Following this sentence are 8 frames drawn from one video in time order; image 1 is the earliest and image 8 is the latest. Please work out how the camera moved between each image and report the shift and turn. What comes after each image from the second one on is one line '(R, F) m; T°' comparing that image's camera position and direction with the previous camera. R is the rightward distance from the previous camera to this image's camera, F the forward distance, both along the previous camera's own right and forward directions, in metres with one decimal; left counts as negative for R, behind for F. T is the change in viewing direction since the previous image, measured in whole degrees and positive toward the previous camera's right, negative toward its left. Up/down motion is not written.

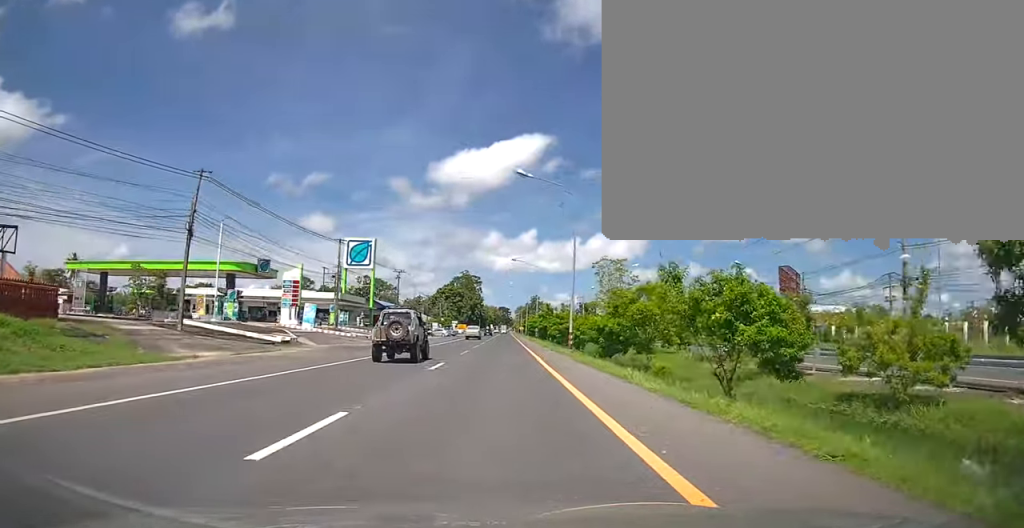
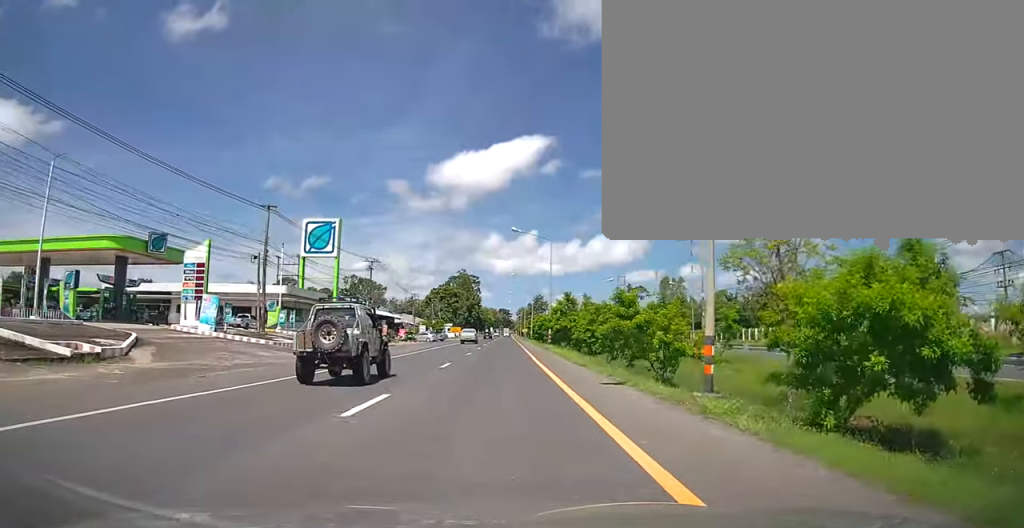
(0.0, +20.8) m; 0°
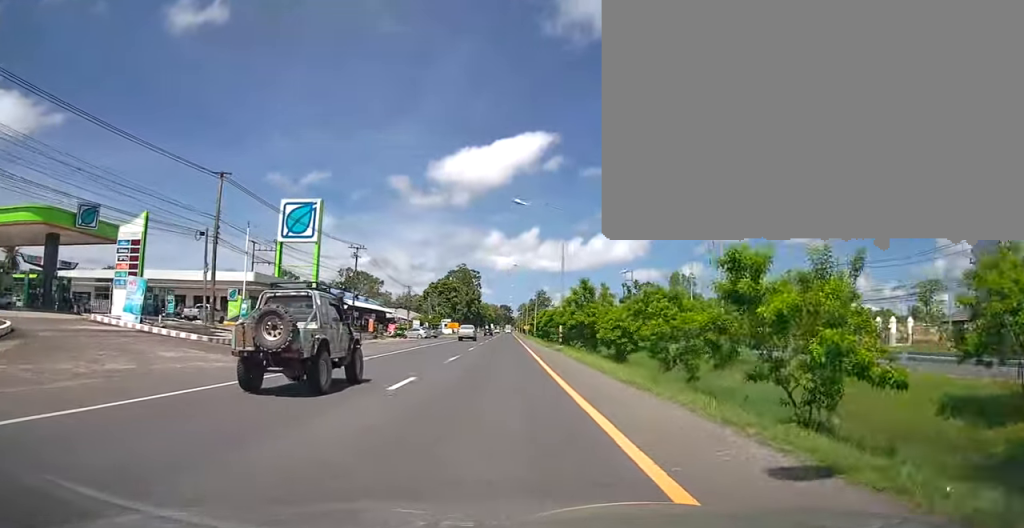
(0.0, +8.8) m; 0°
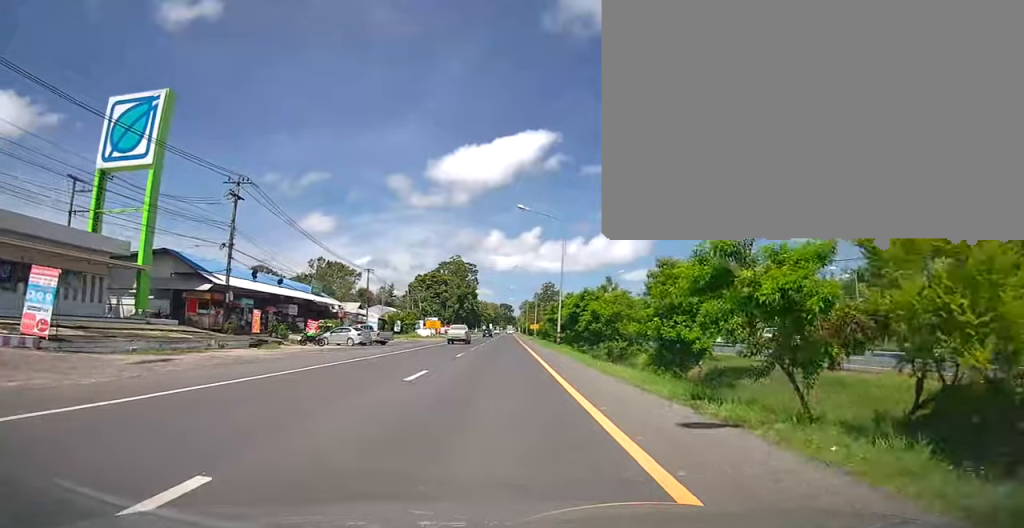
(-0.7, +34.2) m; -2°
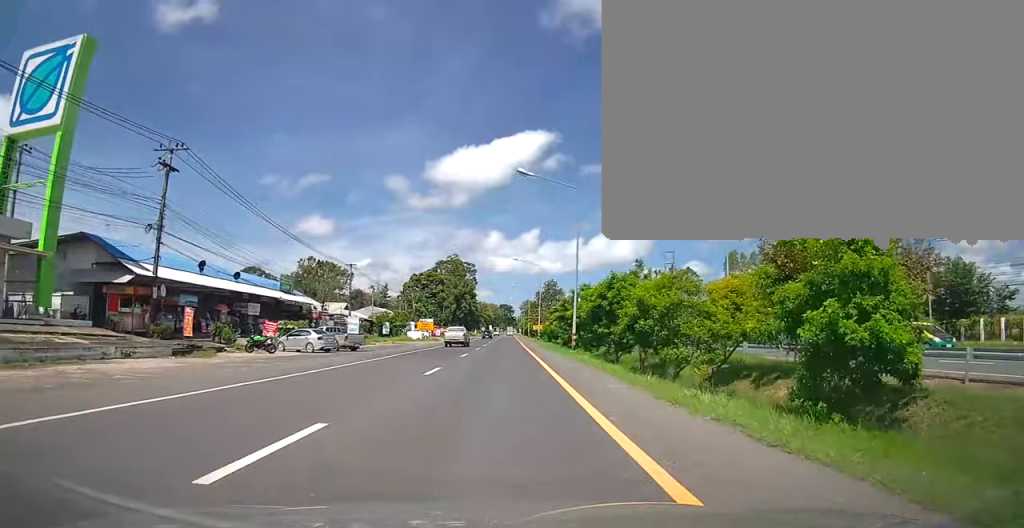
(+0.1, +9.0) m; 0°
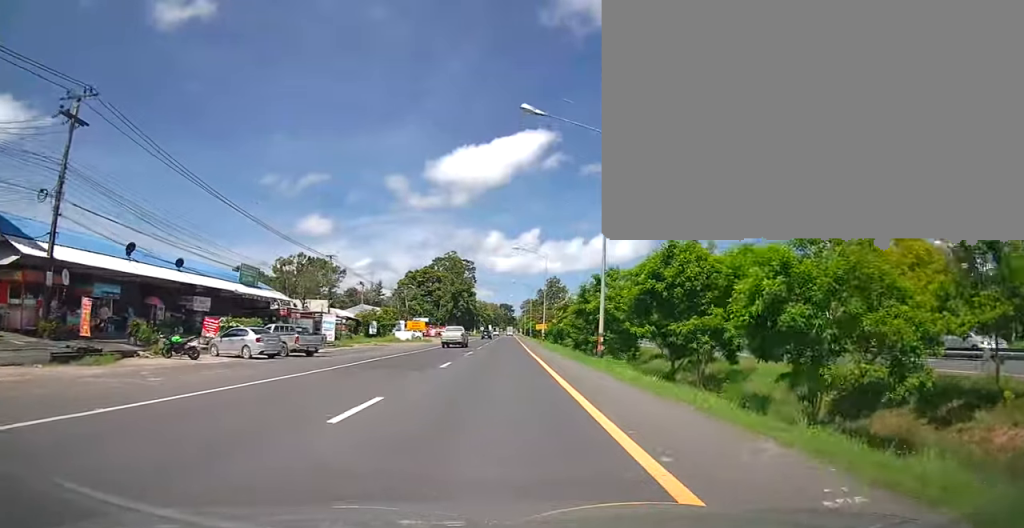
(+0.1, +8.7) m; 0°
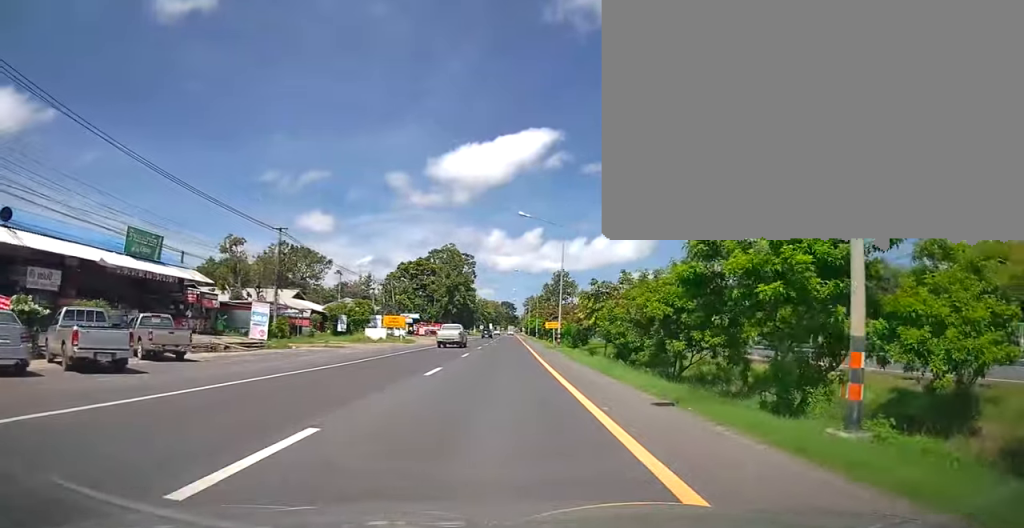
(0.0, +15.6) m; 0°
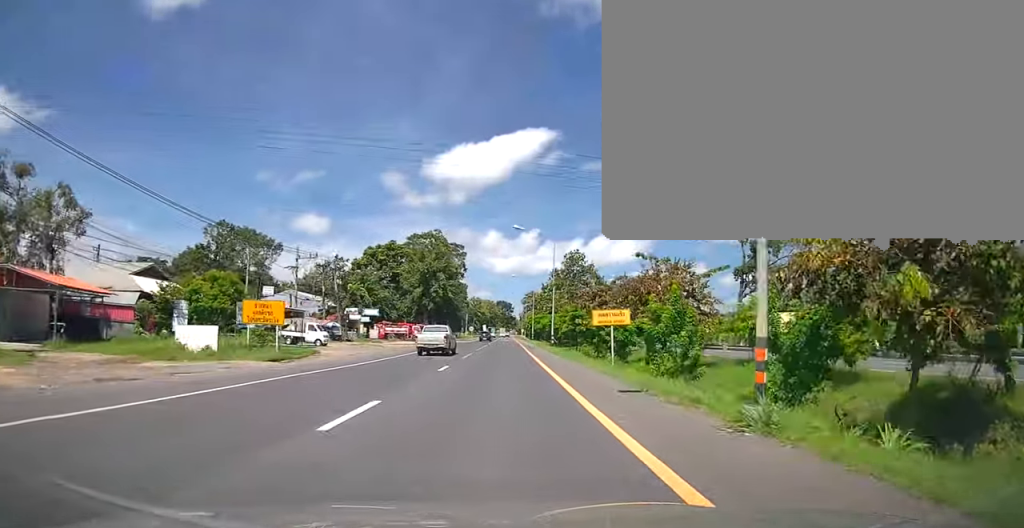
(-0.1, +32.6) m; 0°
